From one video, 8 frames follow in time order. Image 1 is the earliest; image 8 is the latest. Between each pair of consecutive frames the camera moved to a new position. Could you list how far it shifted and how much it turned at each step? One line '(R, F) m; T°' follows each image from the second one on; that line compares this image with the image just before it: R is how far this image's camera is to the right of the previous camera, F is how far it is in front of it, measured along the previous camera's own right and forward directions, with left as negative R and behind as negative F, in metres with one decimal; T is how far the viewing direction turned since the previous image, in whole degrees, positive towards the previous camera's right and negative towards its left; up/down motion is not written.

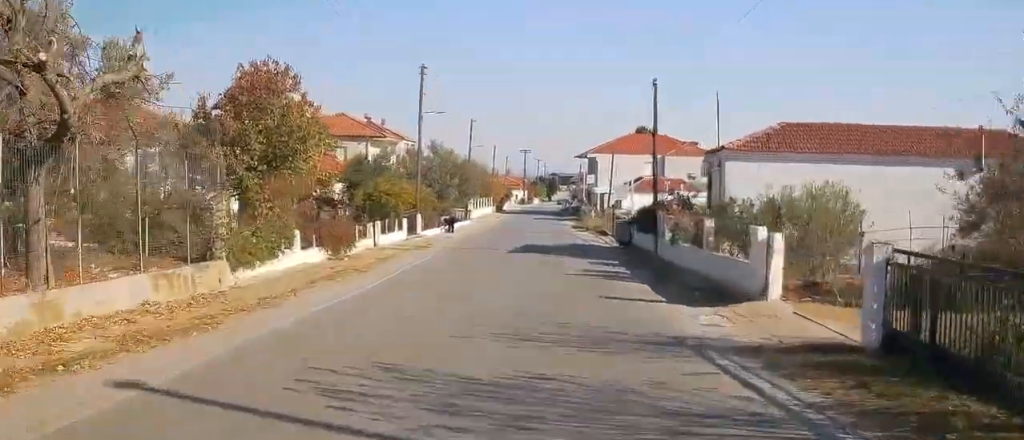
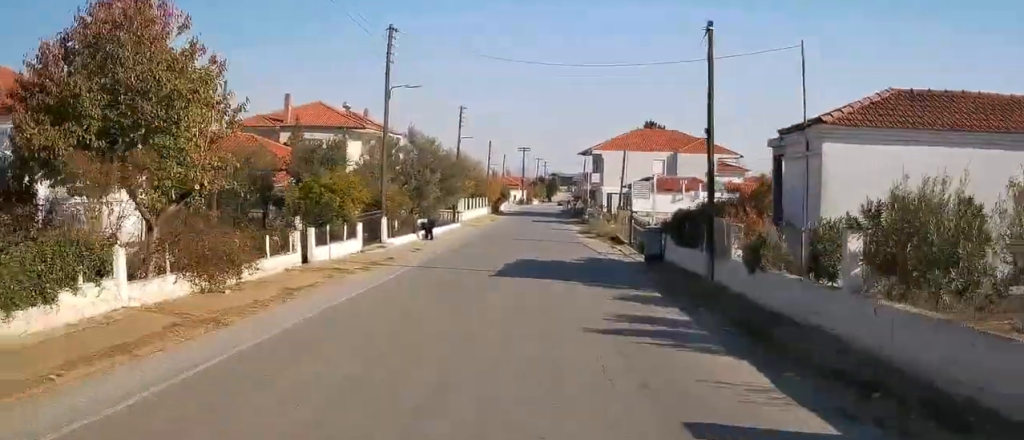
(0.0, +8.7) m; -1°
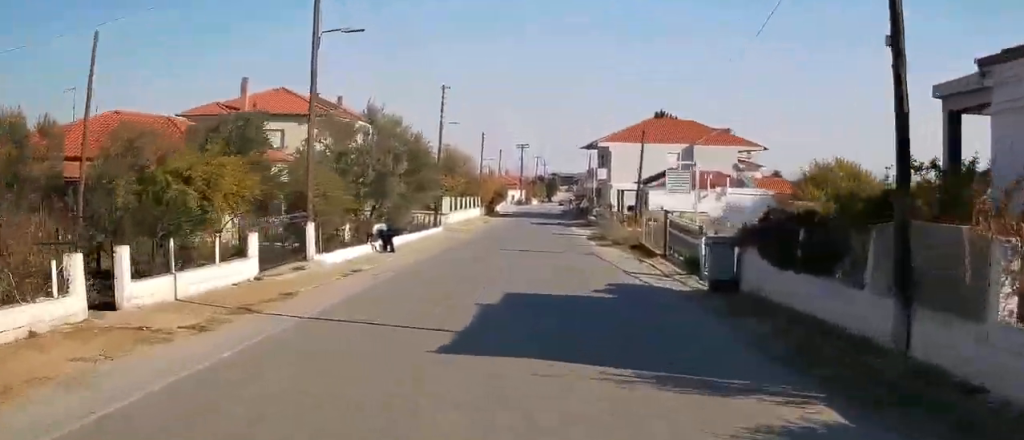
(-0.1, +9.9) m; -1°
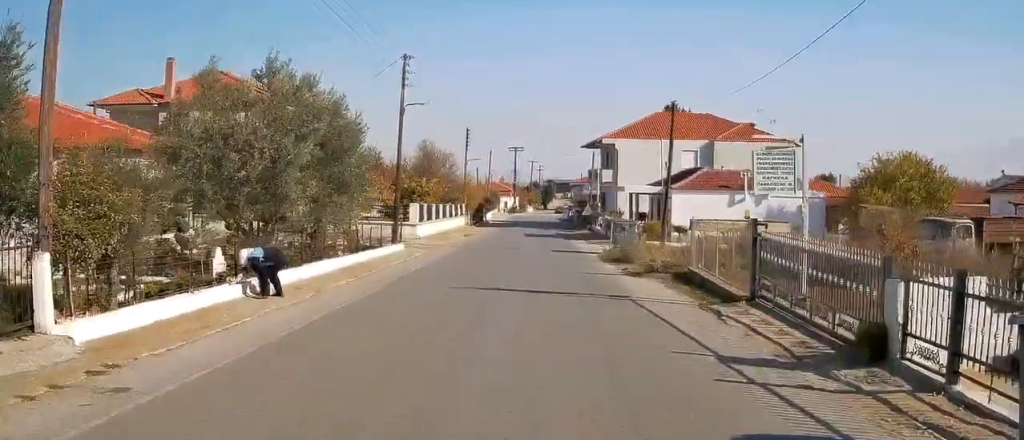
(-0.1, +11.5) m; 0°
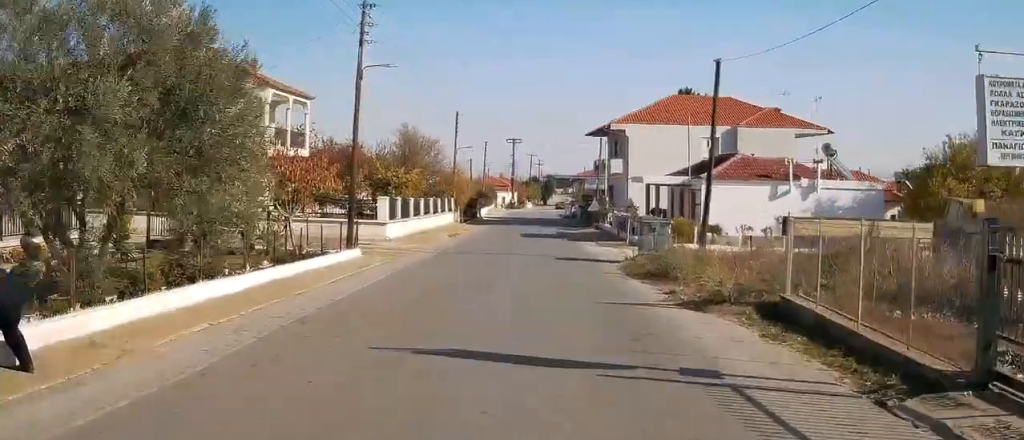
(+0.1, +8.2) m; +1°
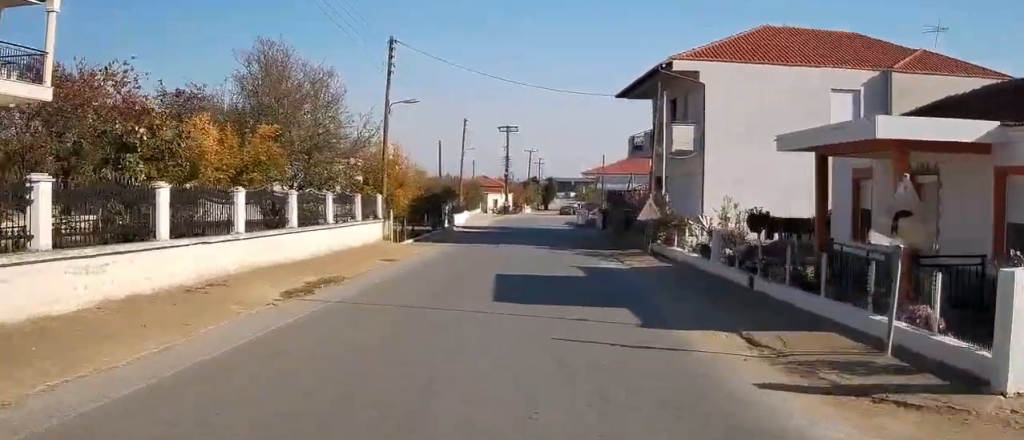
(+0.5, +27.2) m; +1°
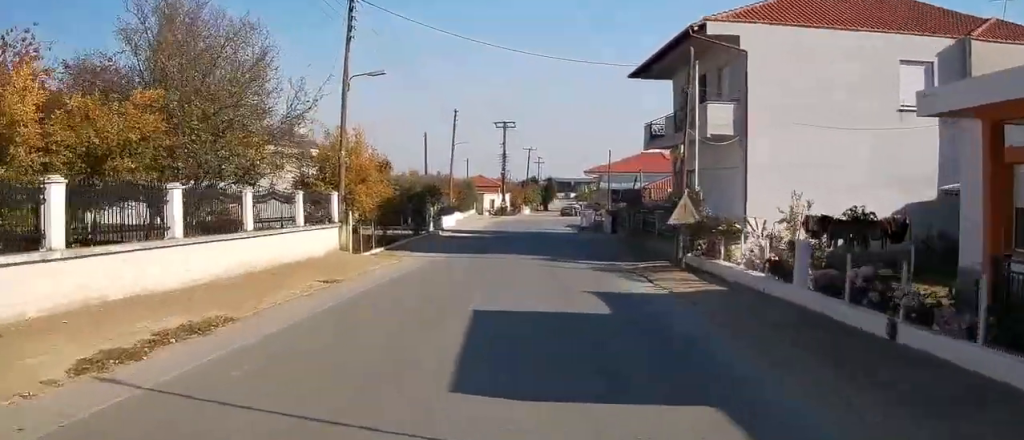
(0.0, +6.8) m; 0°
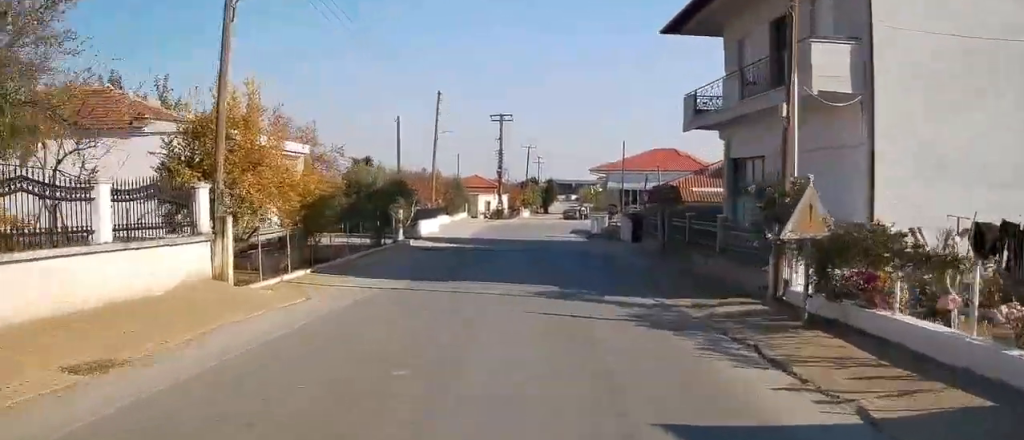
(0.0, +10.2) m; 0°
